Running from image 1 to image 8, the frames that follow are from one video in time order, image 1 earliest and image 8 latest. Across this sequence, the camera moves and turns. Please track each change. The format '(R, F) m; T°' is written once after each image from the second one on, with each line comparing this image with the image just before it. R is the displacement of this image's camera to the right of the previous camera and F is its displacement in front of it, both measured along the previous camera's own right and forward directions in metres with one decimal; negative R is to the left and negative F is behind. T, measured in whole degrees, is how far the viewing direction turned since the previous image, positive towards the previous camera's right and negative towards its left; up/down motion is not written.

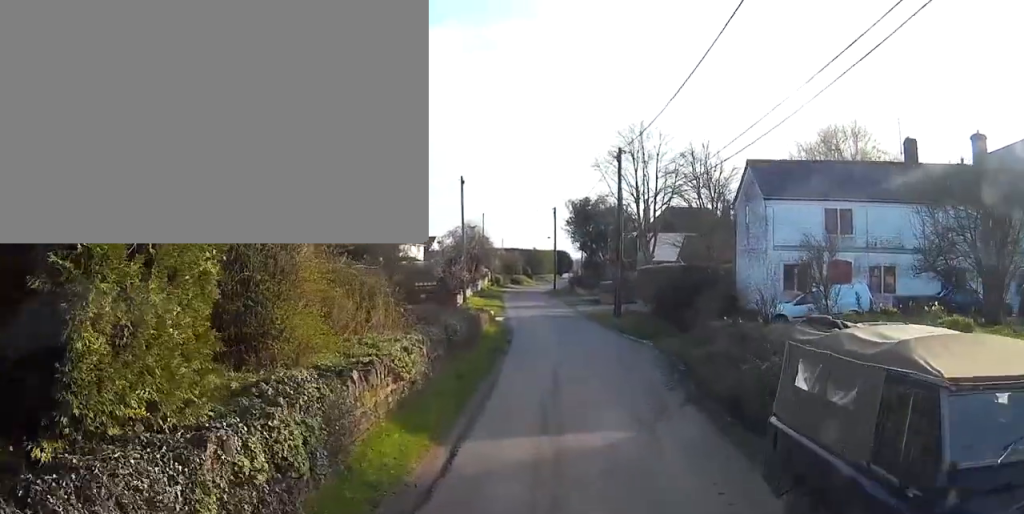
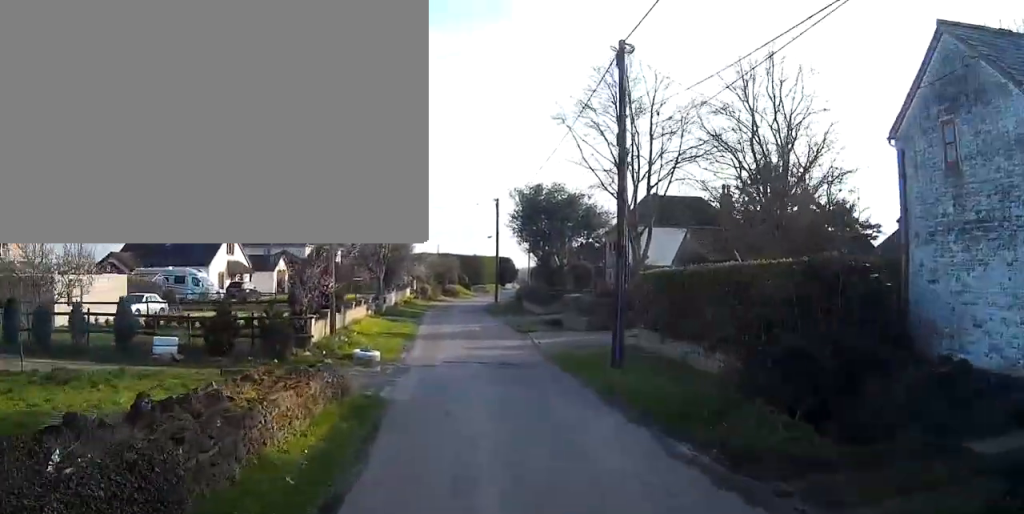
(+0.4, +19.2) m; +2°
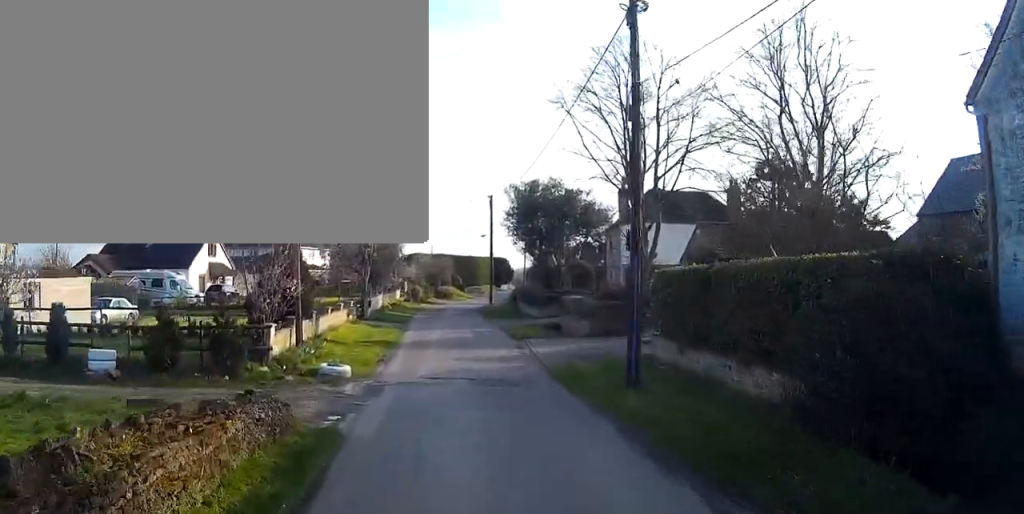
(0.0, +3.2) m; 0°
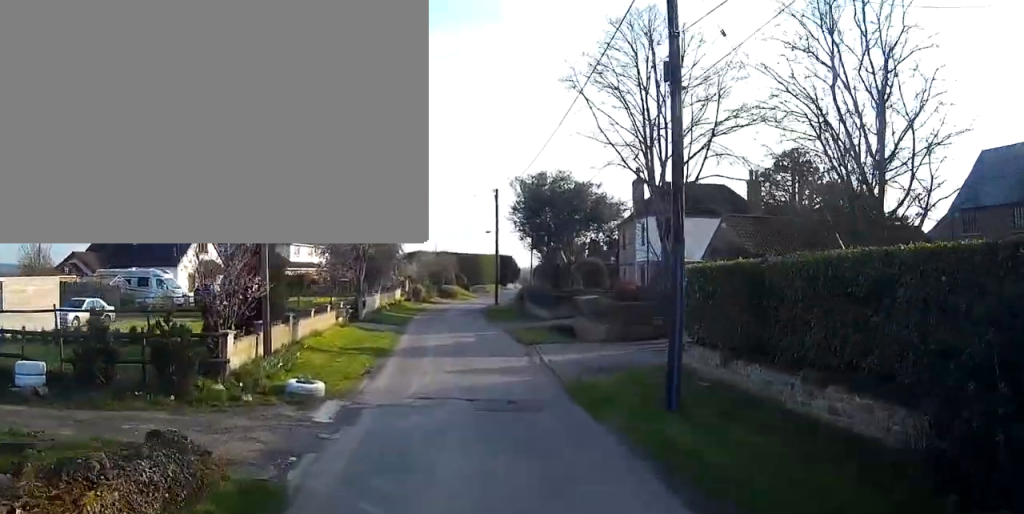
(0.0, +3.3) m; -1°
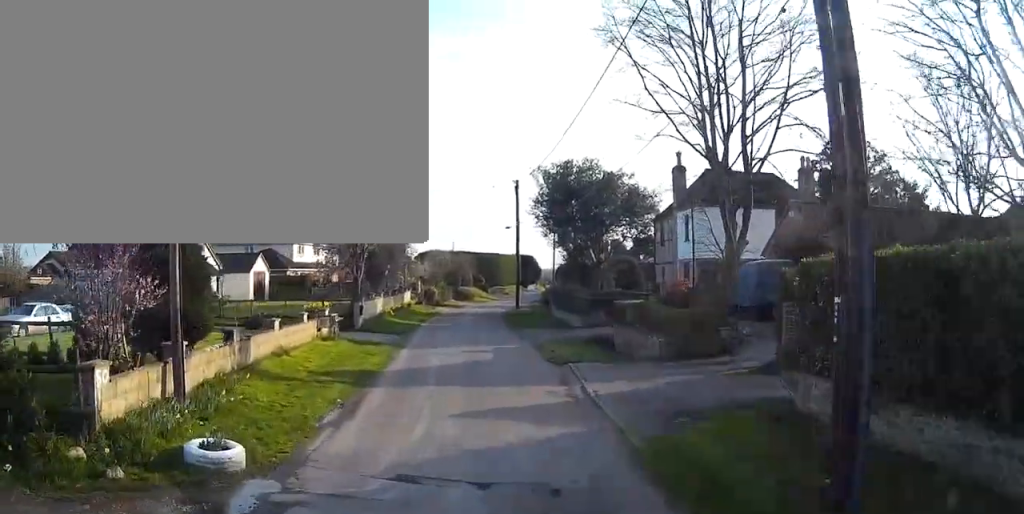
(-0.1, +6.0) m; -1°
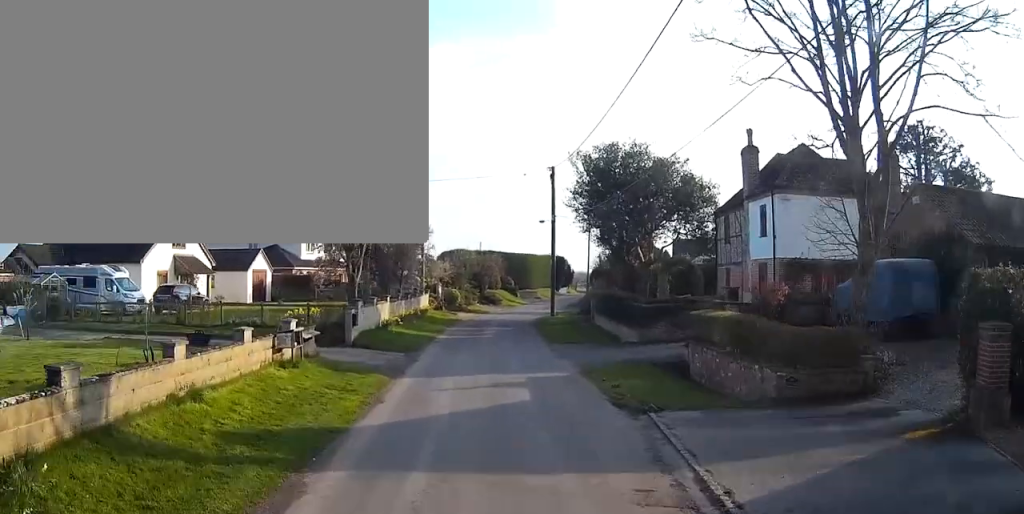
(-0.1, +7.0) m; -1°
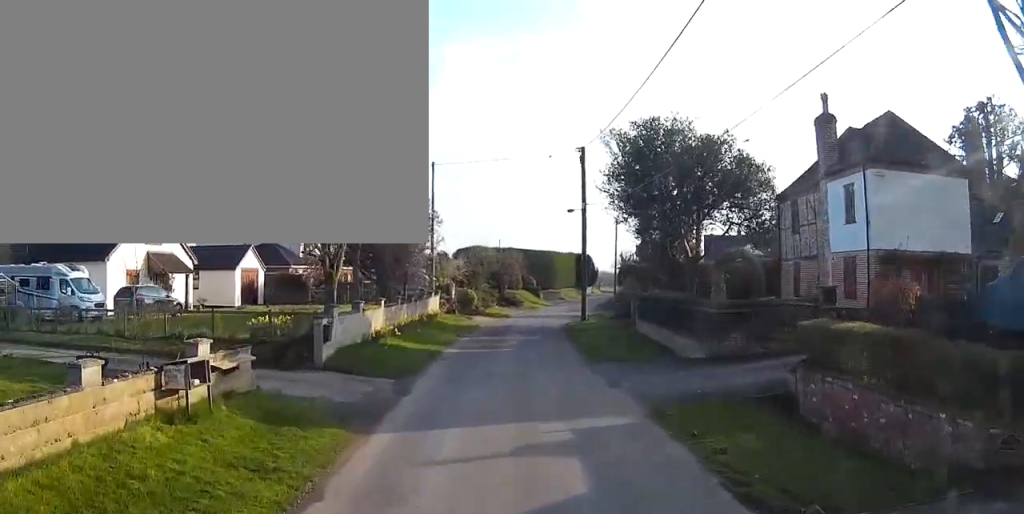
(0.0, +6.3) m; -1°
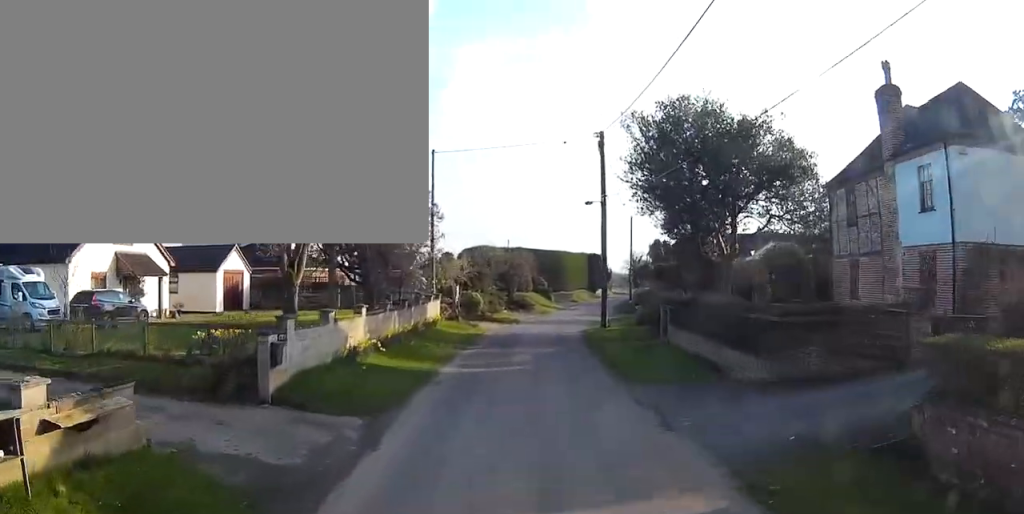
(-0.1, +4.4) m; -1°
